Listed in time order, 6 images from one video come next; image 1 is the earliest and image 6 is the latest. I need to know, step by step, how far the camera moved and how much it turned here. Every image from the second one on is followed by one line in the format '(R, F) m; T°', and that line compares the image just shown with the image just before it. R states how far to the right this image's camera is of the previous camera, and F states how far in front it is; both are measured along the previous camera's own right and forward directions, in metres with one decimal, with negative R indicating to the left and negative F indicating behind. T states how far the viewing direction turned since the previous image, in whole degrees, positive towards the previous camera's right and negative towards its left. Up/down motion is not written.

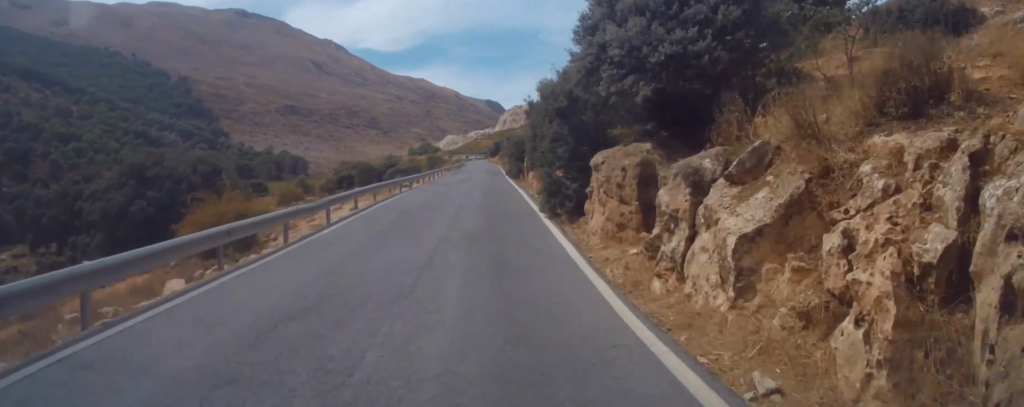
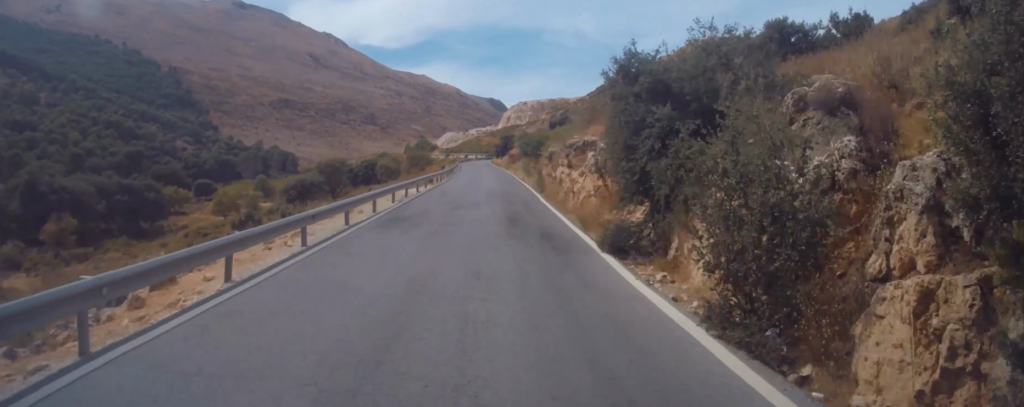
(+0.3, +42.2) m; +5°
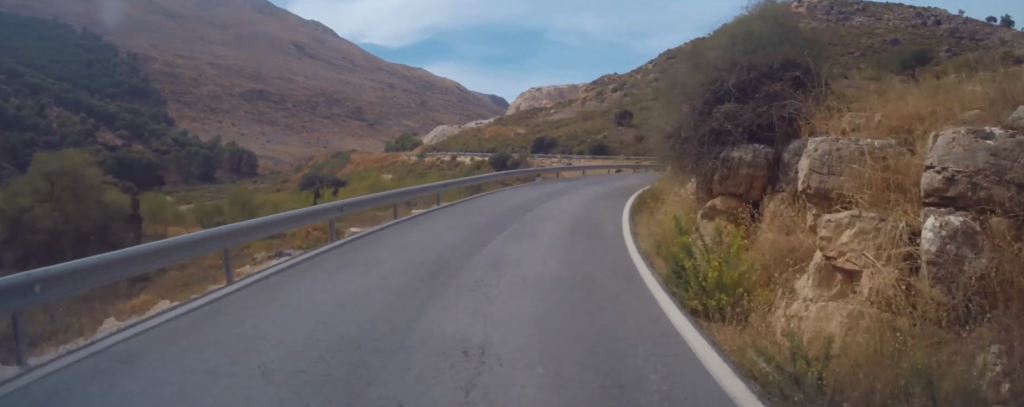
(+12.8, +111.5) m; +5°
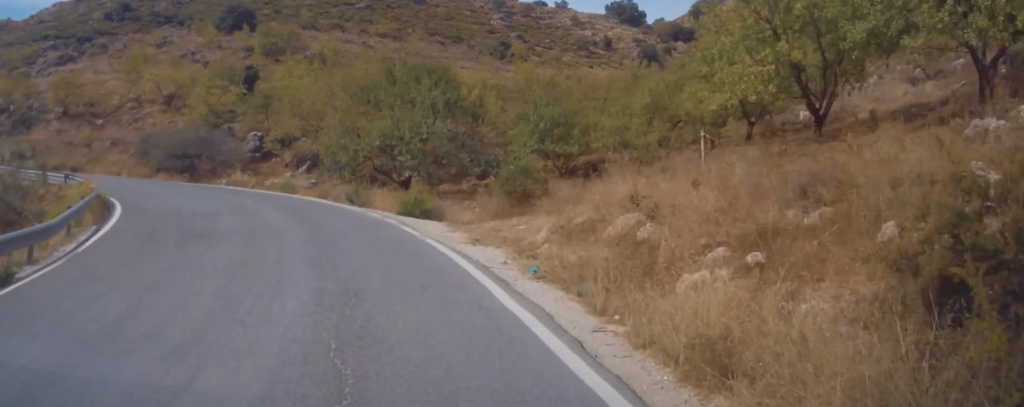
(-2.6, +76.1) m; -12°
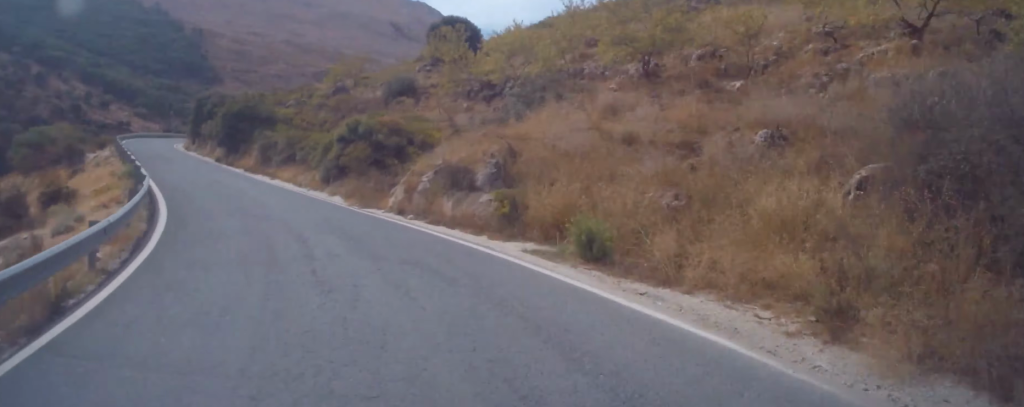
(-4.9, +43.5) m; -11°
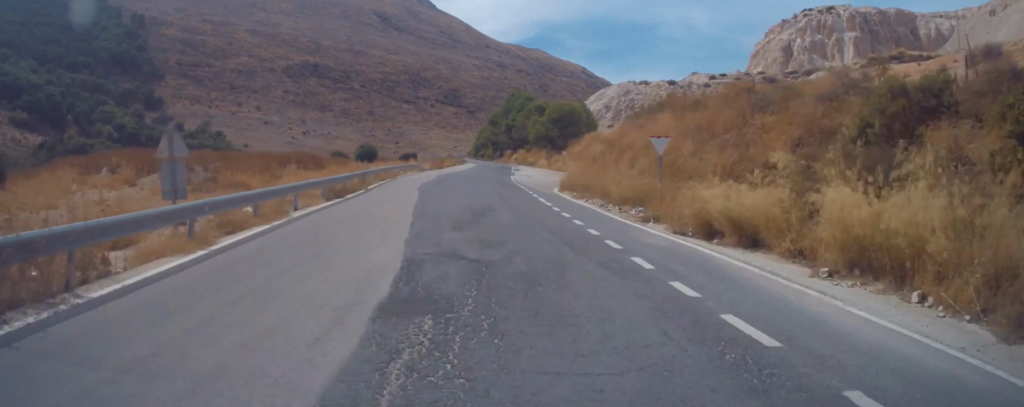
(-4.8, +201.2) m; +4°
